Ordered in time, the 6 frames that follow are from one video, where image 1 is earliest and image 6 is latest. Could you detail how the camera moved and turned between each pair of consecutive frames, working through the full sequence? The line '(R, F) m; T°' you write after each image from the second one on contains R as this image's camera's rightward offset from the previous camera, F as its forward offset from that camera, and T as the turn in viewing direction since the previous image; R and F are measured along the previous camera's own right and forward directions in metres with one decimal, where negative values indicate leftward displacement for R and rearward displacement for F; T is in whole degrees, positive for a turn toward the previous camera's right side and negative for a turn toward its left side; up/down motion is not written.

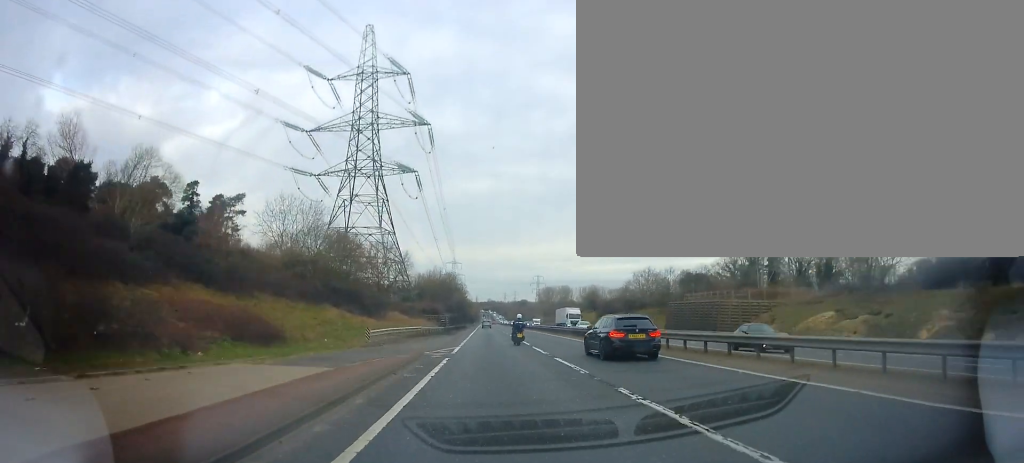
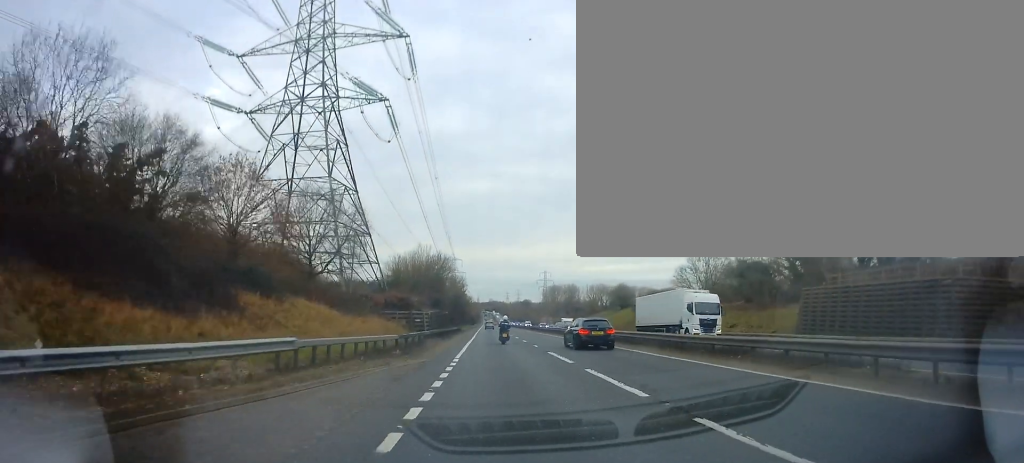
(0.0, +30.6) m; 0°
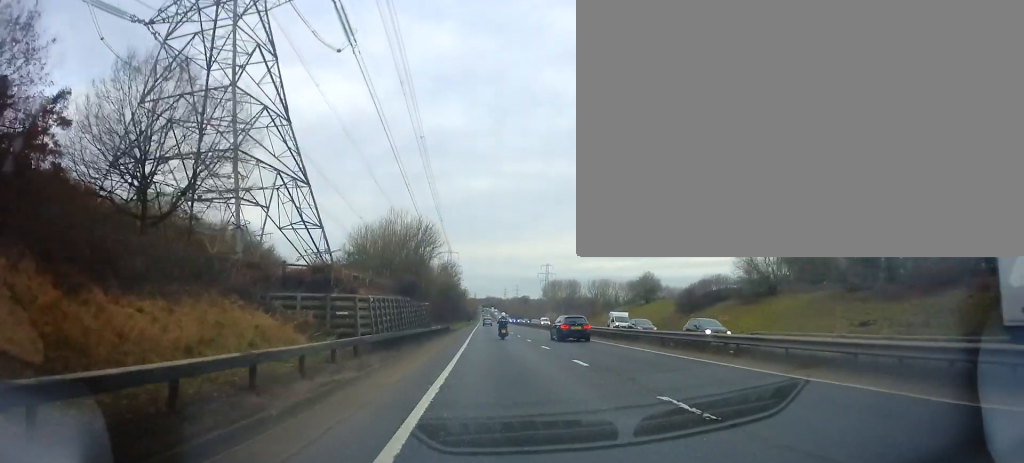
(+0.1, +22.6) m; 0°
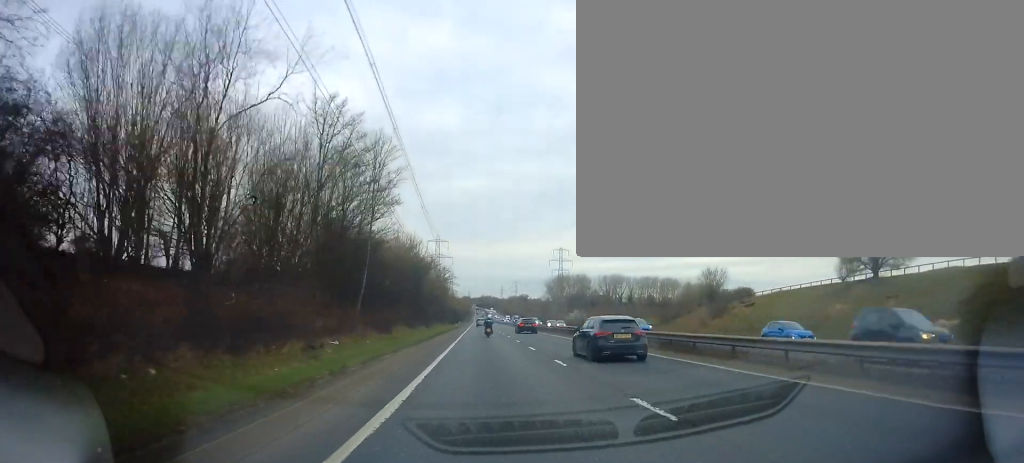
(-0.4, +68.0) m; 0°
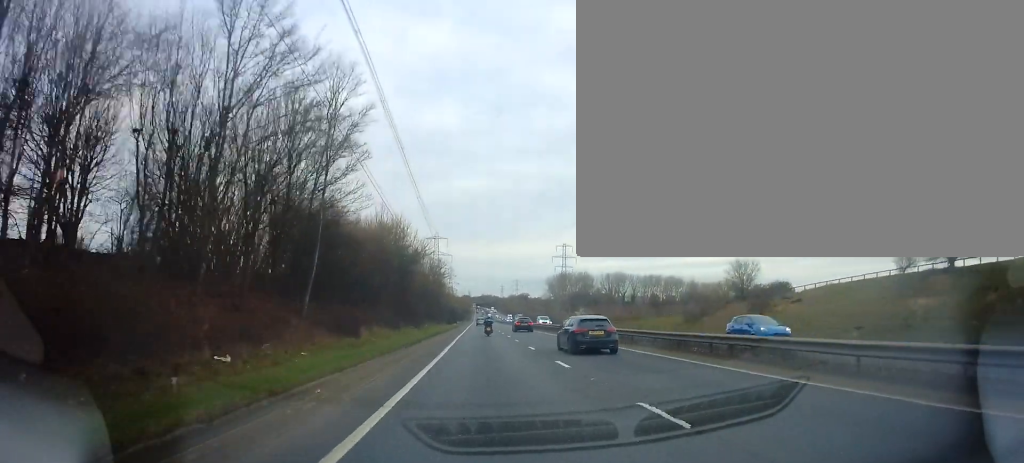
(+0.1, +8.6) m; 0°
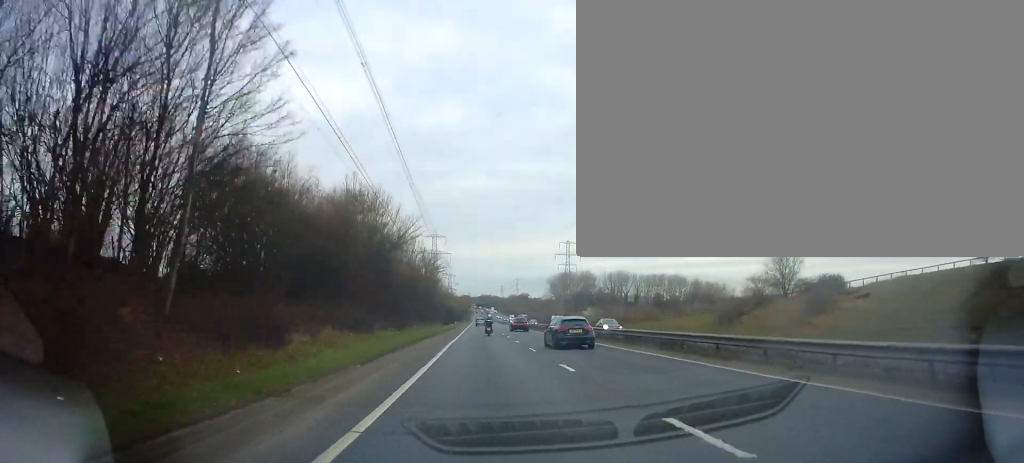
(0.0, +9.3) m; 0°
